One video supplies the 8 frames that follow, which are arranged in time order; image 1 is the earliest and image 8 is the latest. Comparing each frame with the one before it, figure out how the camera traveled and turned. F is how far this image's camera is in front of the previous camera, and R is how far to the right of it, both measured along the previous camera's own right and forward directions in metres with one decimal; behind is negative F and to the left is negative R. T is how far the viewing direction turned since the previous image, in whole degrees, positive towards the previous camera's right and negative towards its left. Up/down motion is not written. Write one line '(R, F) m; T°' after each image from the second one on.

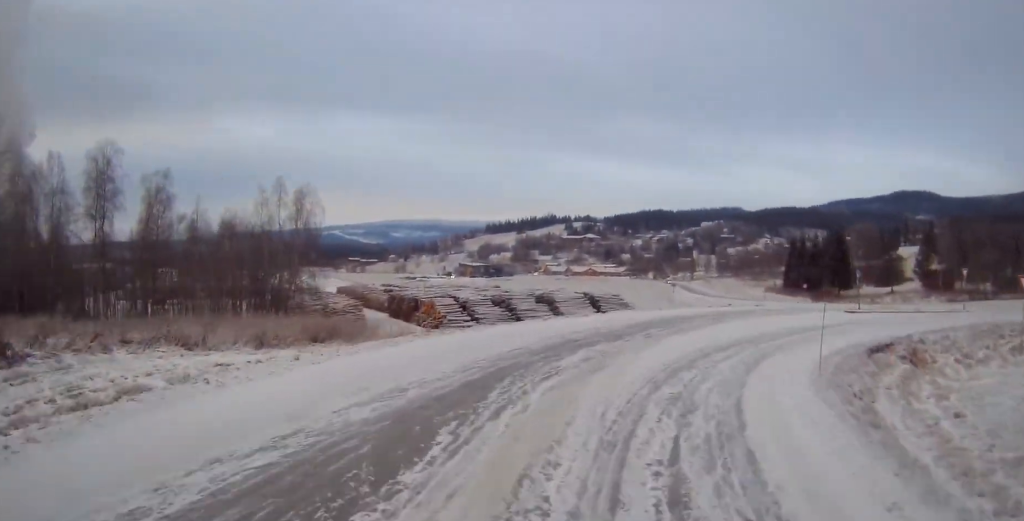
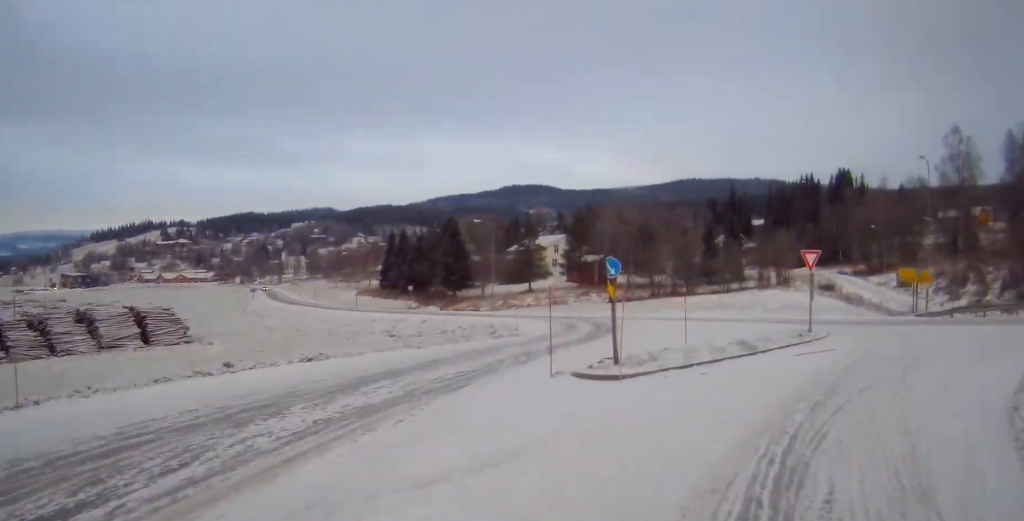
(+3.2, +18.2) m; +19°
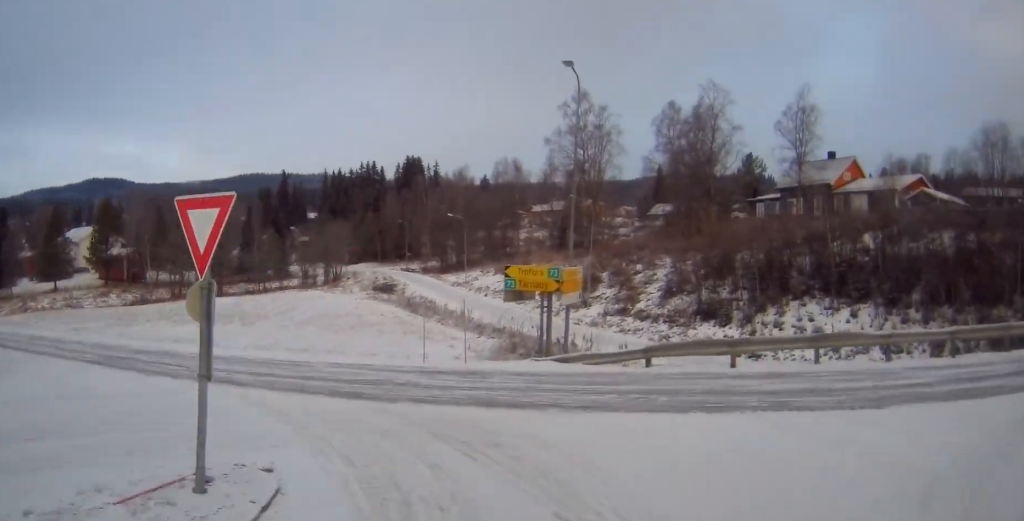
(+3.4, +17.5) m; +5°
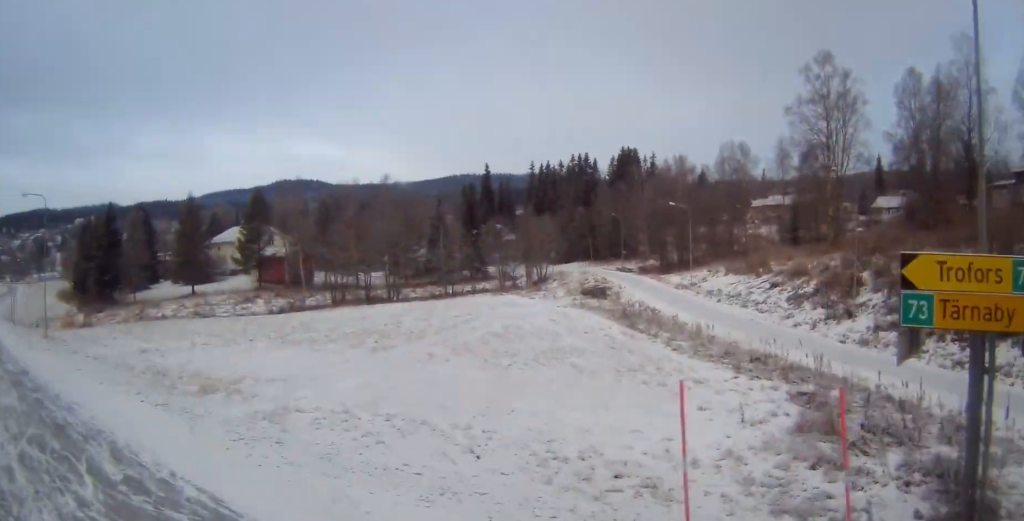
(-2.5, +21.1) m; -25°
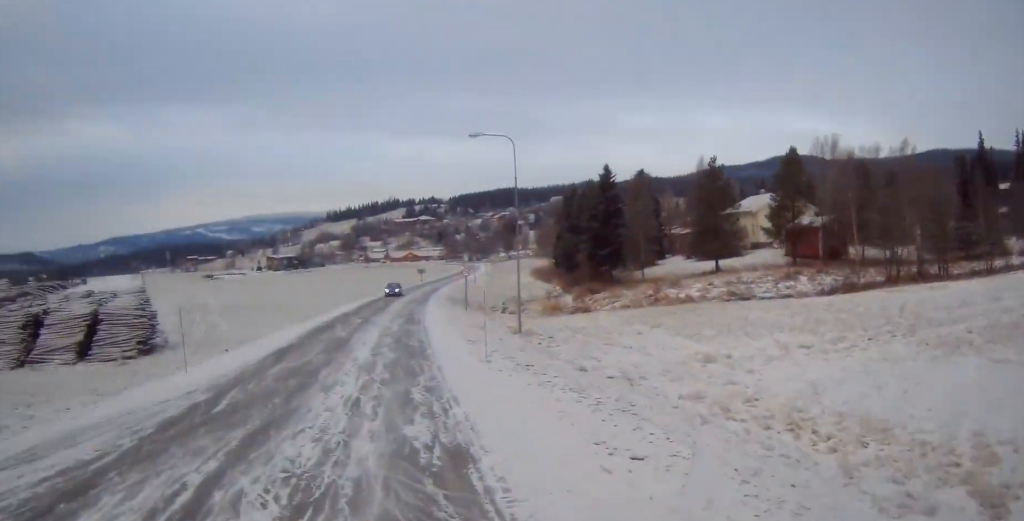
(-4.3, +16.9) m; -11°
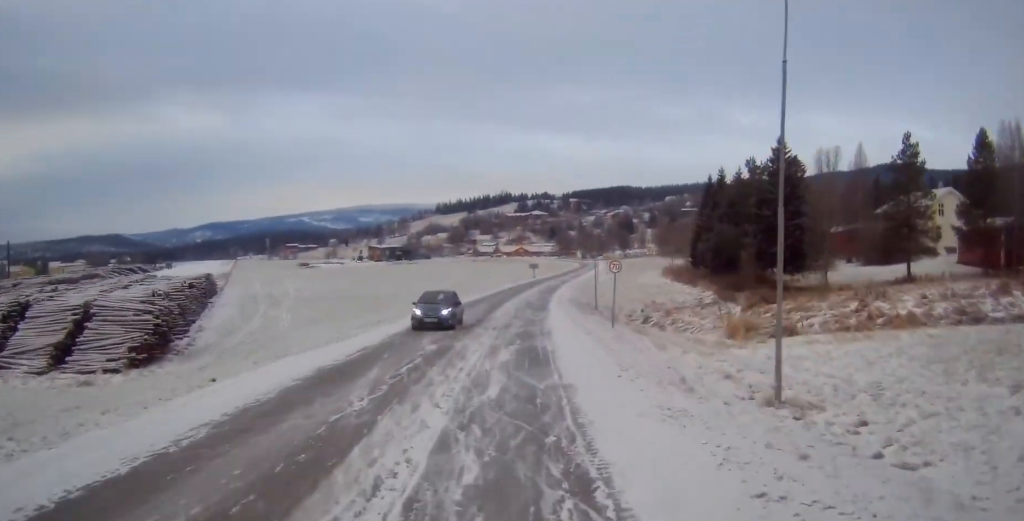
(-1.4, +23.1) m; -3°
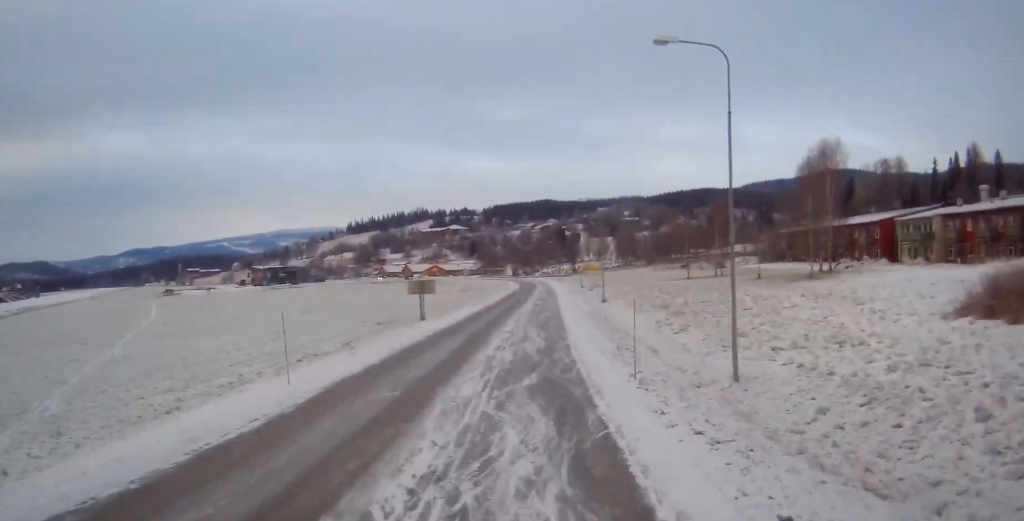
(+3.7, +87.4) m; +5°
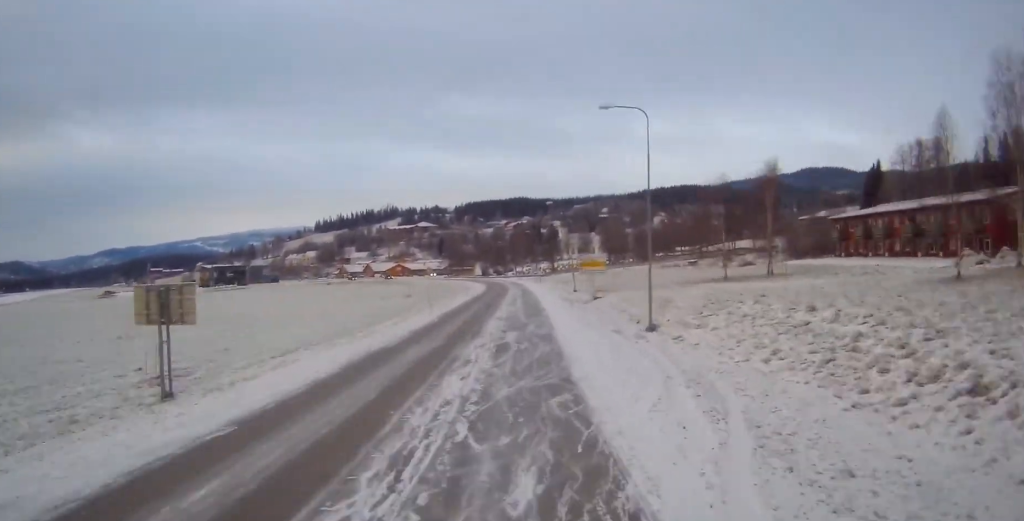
(+0.9, +31.3) m; +1°
